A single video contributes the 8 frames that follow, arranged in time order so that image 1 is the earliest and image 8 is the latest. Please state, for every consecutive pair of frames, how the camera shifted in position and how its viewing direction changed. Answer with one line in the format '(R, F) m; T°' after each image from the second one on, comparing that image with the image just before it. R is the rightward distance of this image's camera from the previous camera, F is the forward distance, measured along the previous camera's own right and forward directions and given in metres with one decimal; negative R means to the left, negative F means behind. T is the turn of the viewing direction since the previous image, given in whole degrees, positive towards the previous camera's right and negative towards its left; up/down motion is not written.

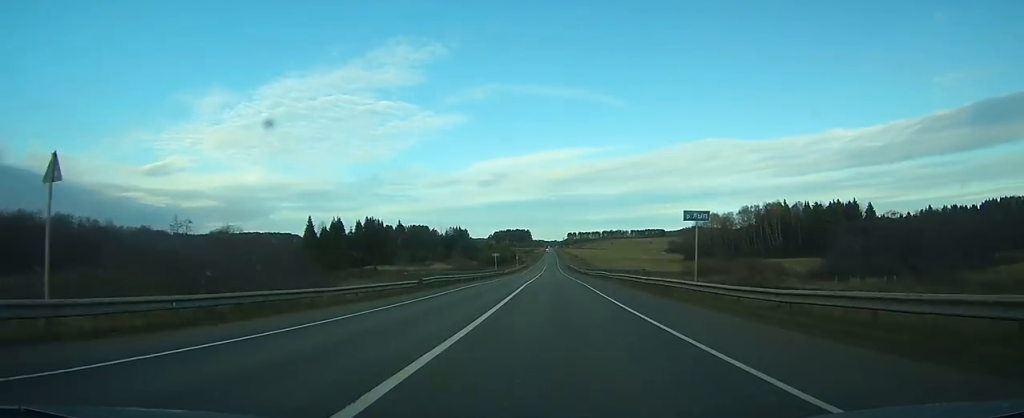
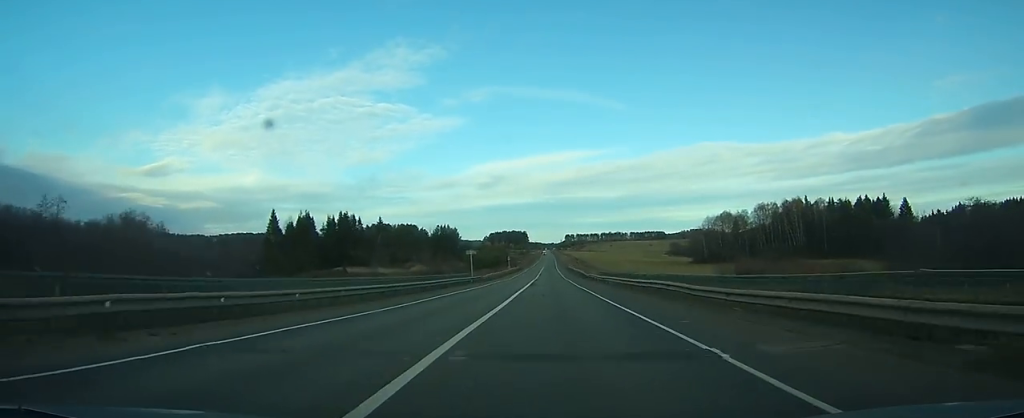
(+0.1, +28.4) m; 0°
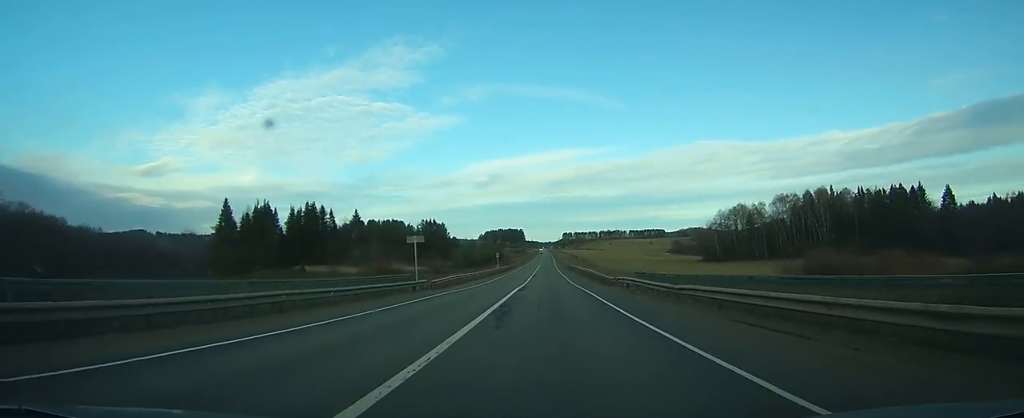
(+0.1, +28.4) m; 0°
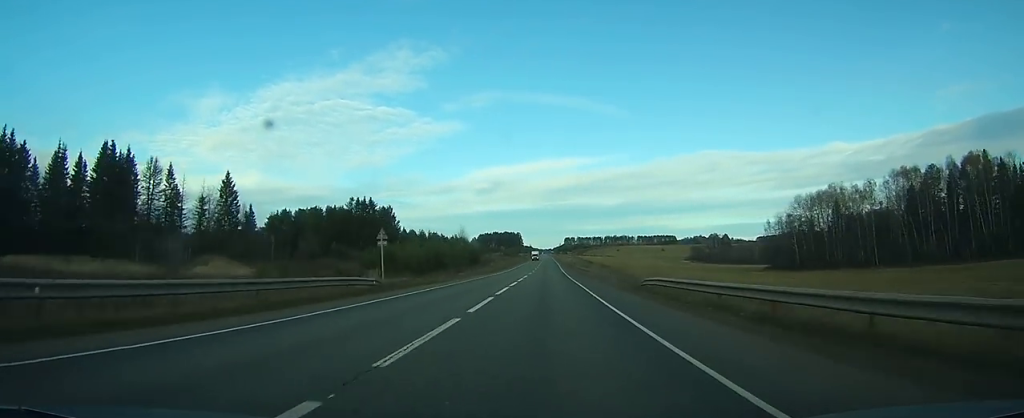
(+0.1, +95.1) m; 0°
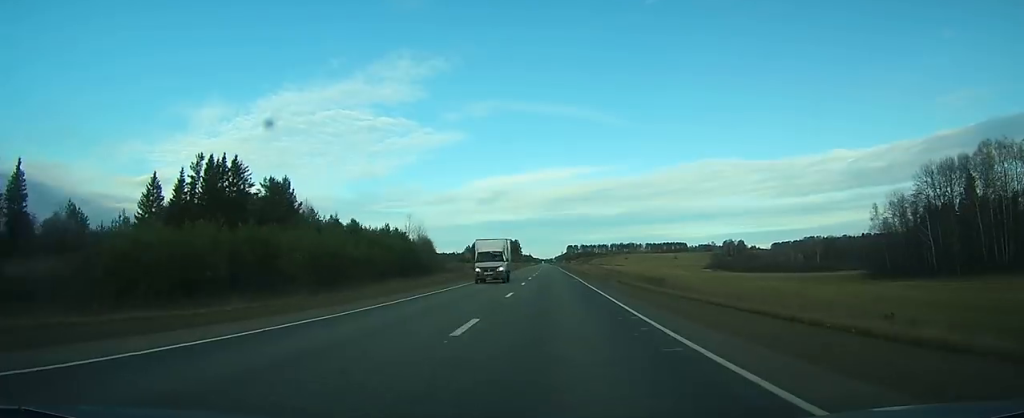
(-0.1, +75.7) m; 0°
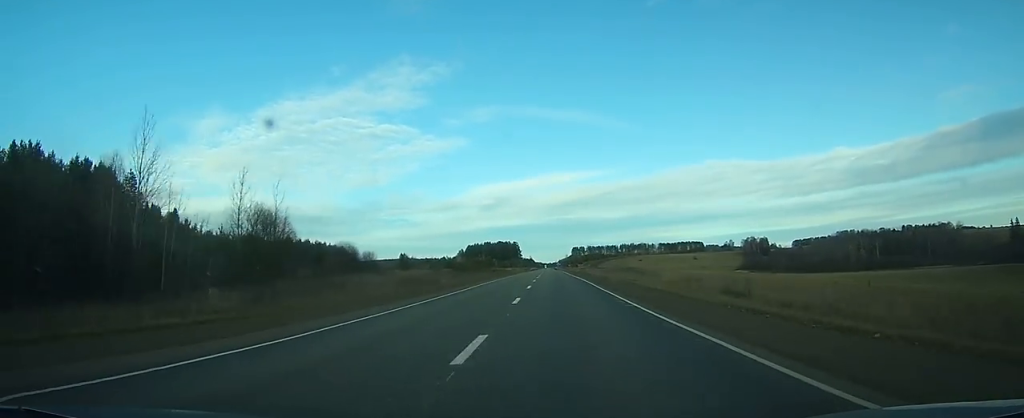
(+0.2, +87.0) m; 0°
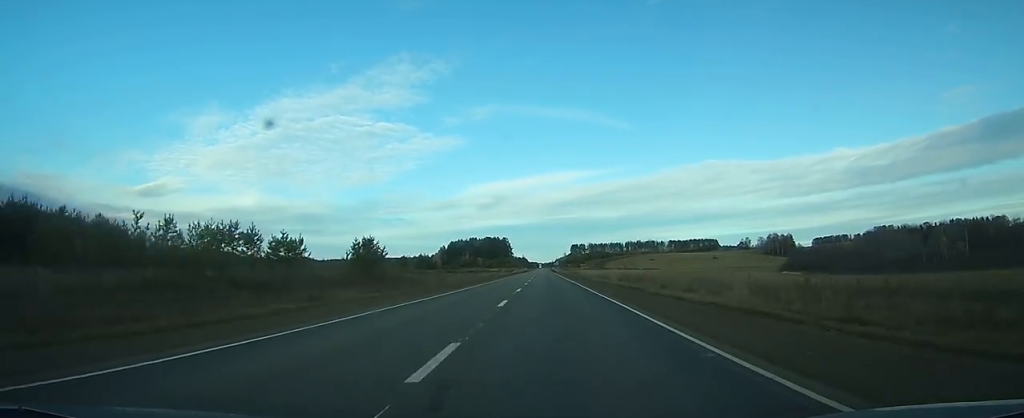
(-0.1, +98.1) m; 0°
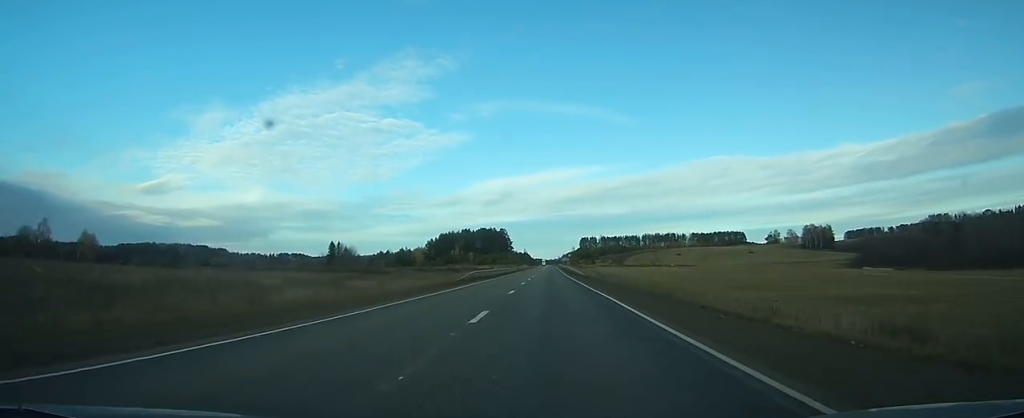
(+0.1, +90.9) m; 0°
